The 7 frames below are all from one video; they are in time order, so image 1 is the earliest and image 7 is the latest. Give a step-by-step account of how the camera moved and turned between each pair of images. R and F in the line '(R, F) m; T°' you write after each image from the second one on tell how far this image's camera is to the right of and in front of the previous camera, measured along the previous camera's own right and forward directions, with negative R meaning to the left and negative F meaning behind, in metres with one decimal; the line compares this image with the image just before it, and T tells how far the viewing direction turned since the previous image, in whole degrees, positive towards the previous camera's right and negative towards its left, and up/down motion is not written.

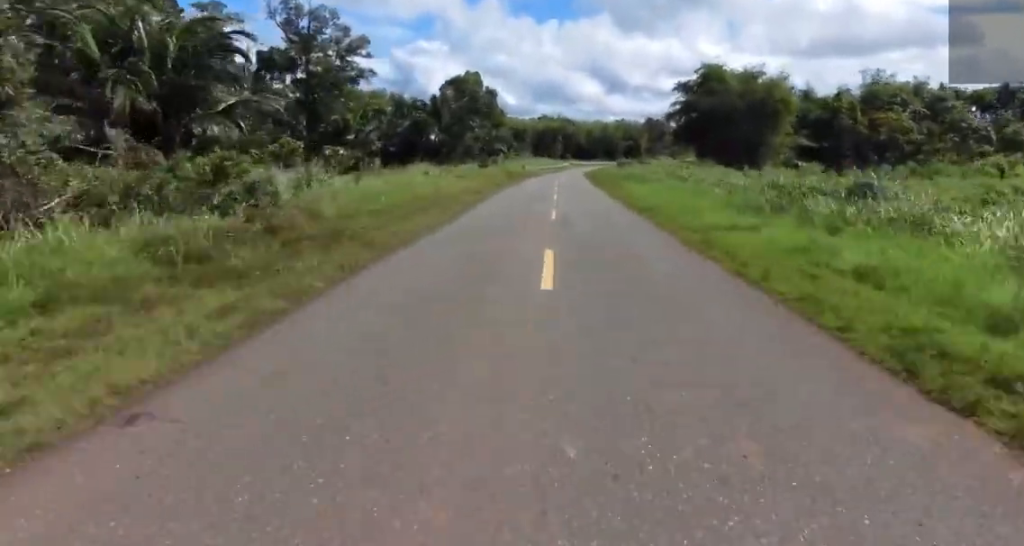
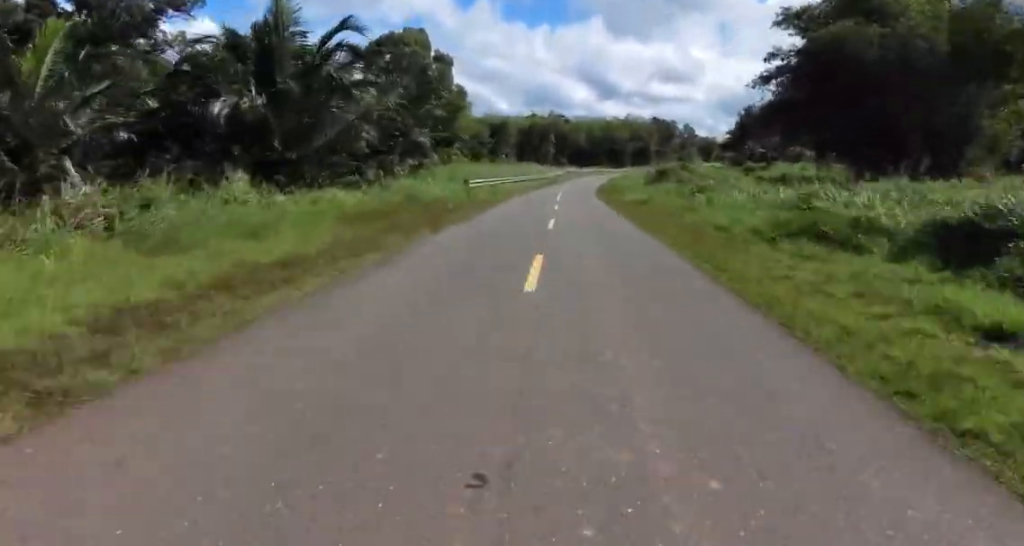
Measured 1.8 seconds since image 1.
(-0.4, +38.7) m; -3°
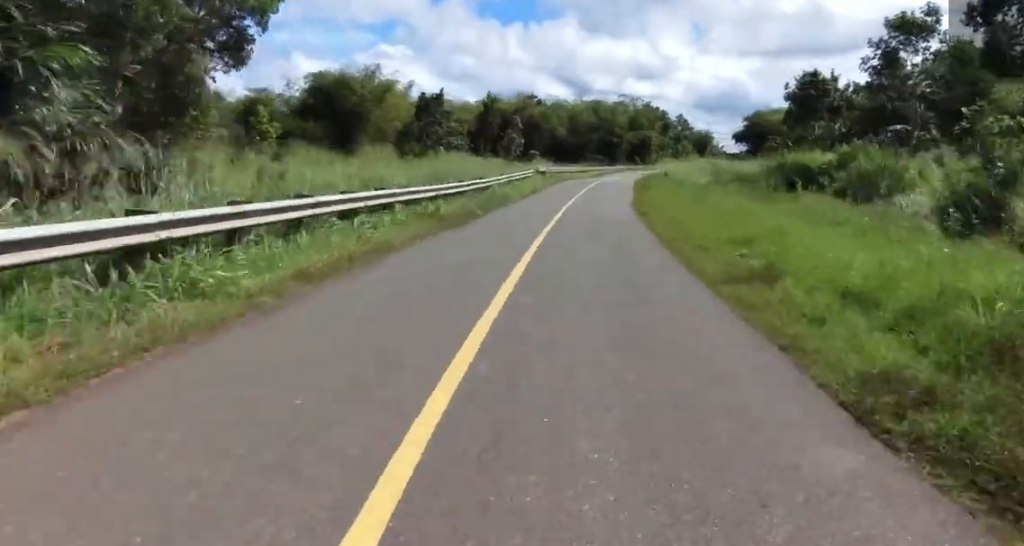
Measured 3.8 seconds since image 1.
(+0.9, +40.6) m; +8°
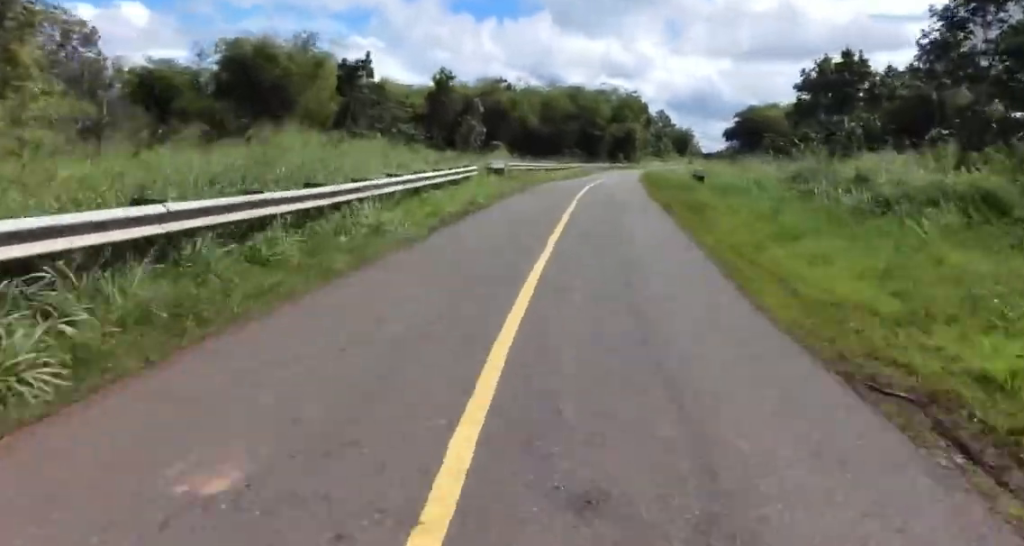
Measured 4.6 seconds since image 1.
(+0.8, +15.9) m; +5°
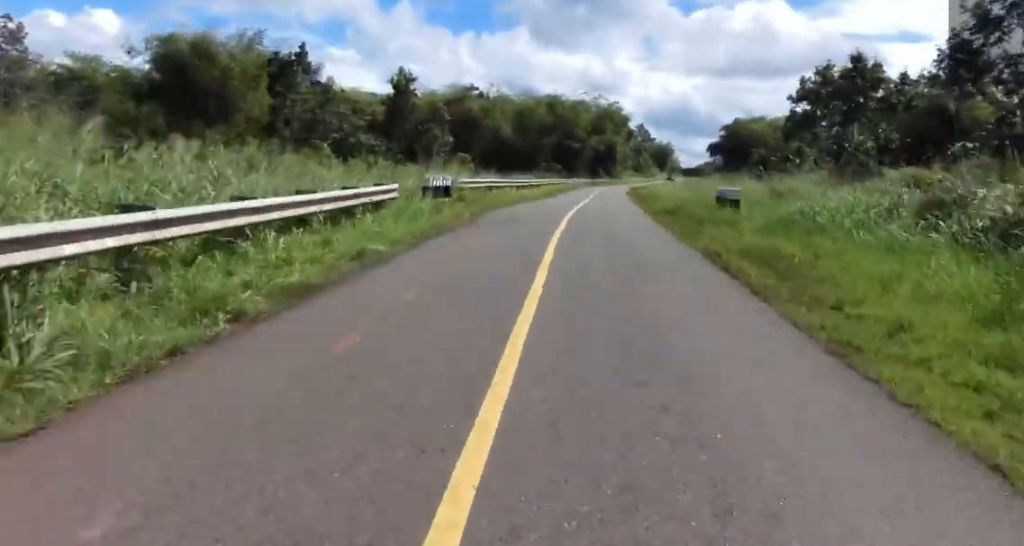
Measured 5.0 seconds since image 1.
(+0.3, +8.7) m; -1°
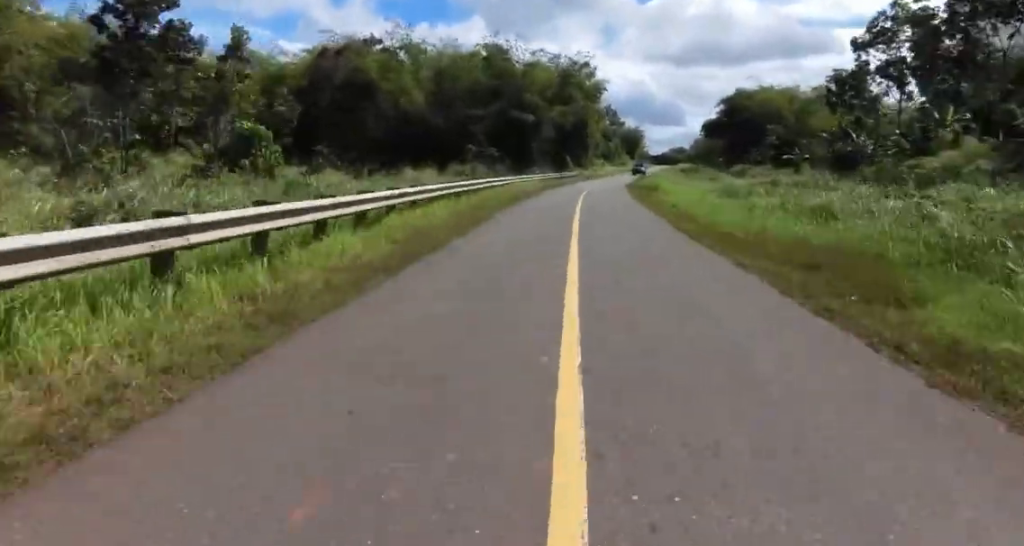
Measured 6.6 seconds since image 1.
(-0.9, +32.5) m; +3°
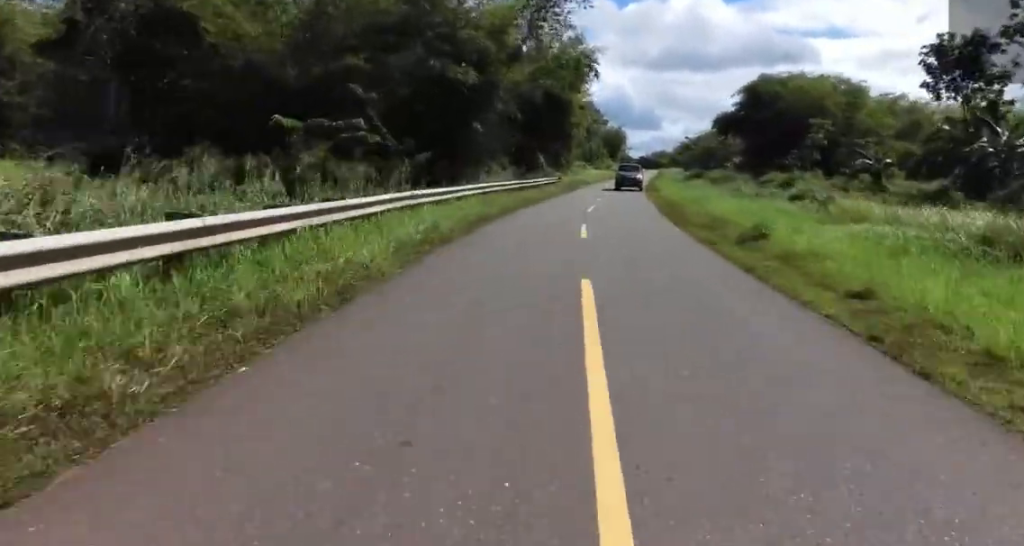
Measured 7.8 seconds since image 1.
(+2.4, +24.5) m; +3°
